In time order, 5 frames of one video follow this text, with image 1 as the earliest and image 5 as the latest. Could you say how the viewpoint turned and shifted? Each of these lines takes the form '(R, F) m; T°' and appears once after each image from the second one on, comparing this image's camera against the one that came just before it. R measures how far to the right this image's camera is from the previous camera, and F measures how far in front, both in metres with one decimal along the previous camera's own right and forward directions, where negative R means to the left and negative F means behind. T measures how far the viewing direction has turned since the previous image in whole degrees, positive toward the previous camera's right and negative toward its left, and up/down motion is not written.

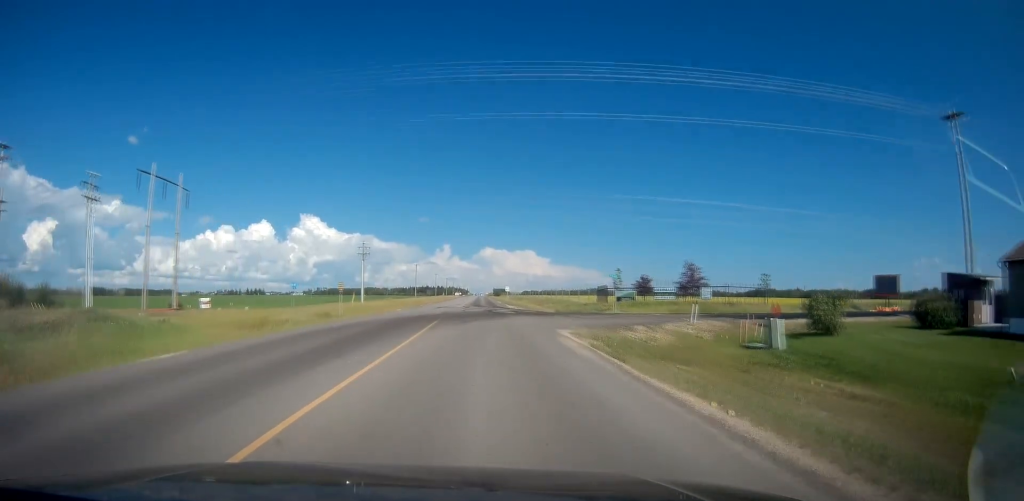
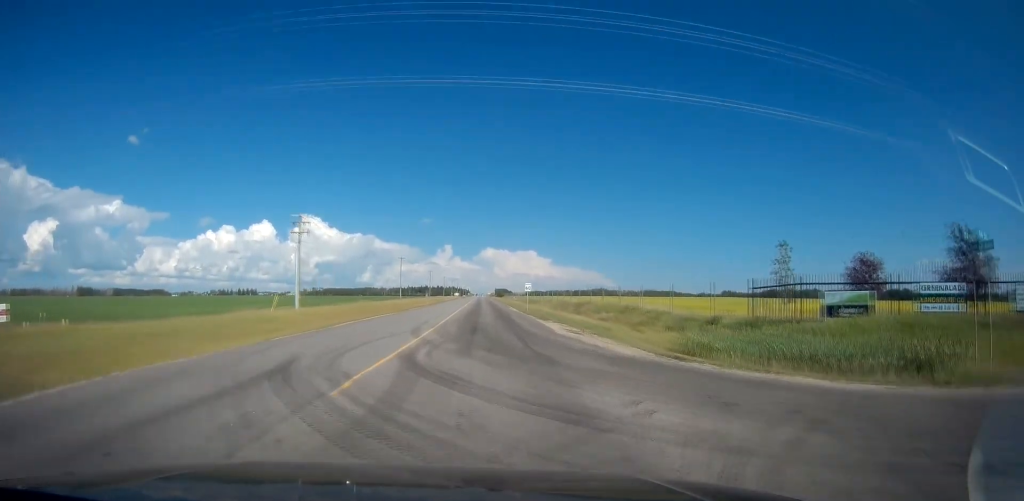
(0.0, +38.6) m; 0°
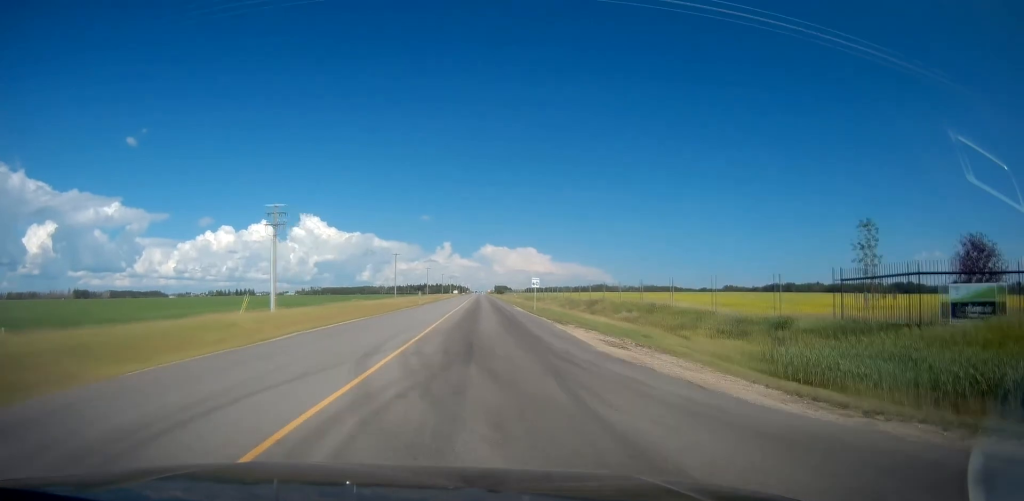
(0.0, +8.0) m; 0°
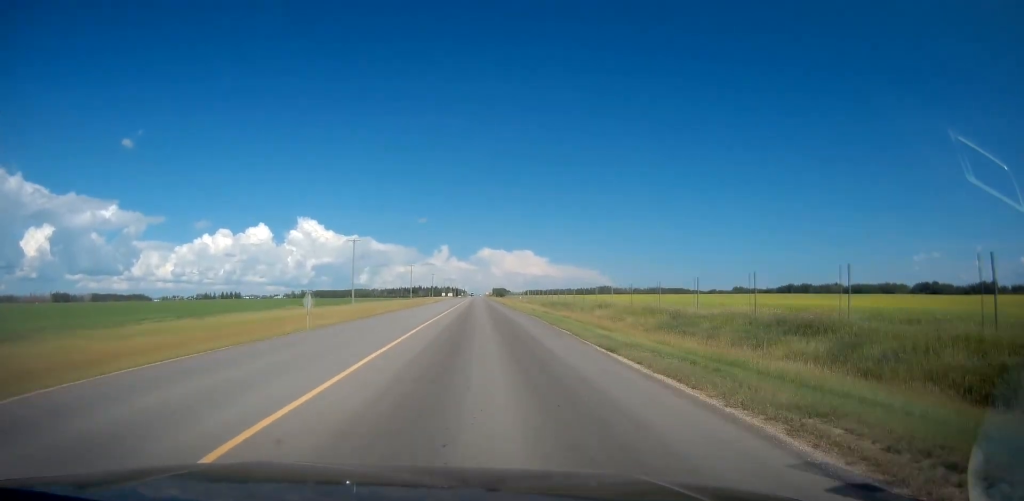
(+0.7, +44.2) m; 0°
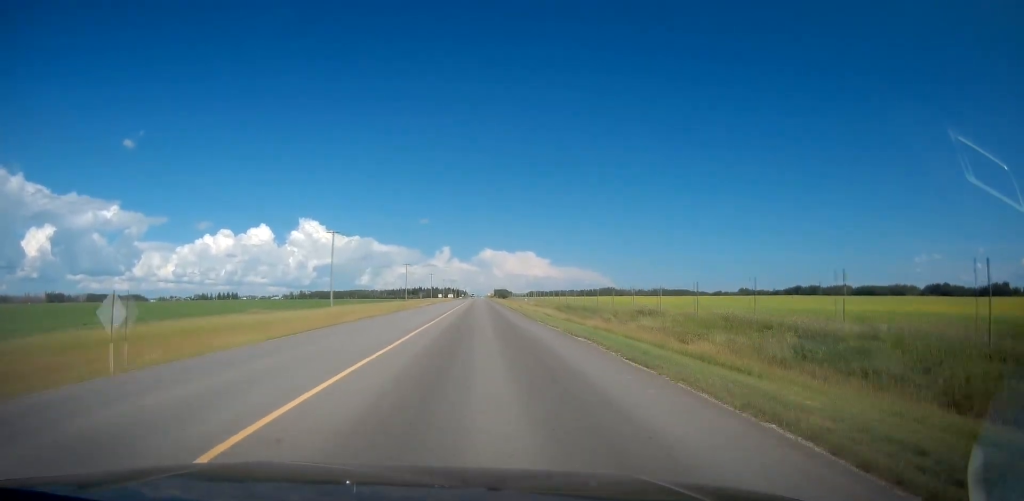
(-0.6, +15.2) m; -1°
